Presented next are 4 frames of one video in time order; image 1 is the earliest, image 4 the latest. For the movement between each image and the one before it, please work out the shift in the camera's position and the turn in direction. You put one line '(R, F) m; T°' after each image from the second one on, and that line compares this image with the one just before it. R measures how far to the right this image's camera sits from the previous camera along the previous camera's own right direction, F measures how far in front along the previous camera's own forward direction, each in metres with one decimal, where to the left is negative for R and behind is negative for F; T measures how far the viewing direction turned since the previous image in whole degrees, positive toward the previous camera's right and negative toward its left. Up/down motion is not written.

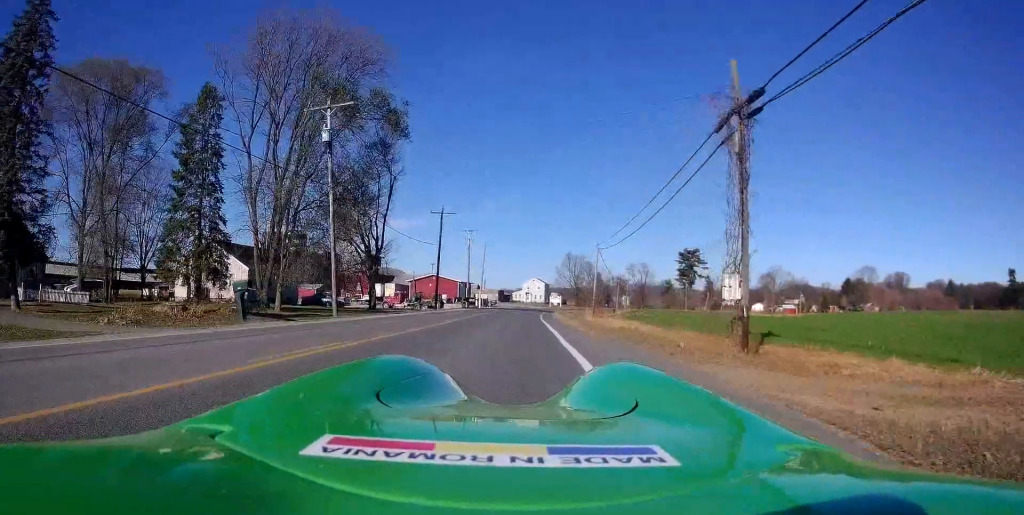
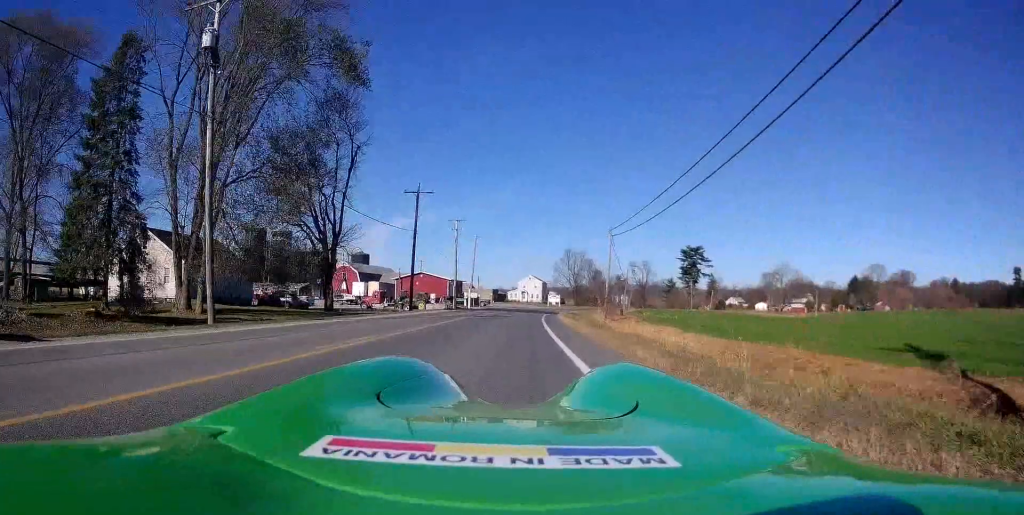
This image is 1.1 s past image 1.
(+0.3, +11.1) m; +2°
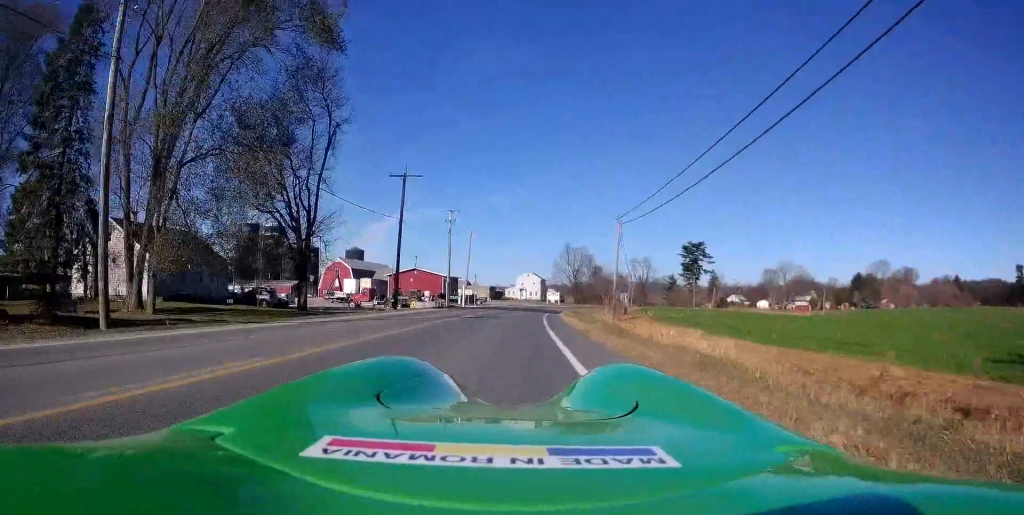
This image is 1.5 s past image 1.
(0.0, +4.6) m; 0°
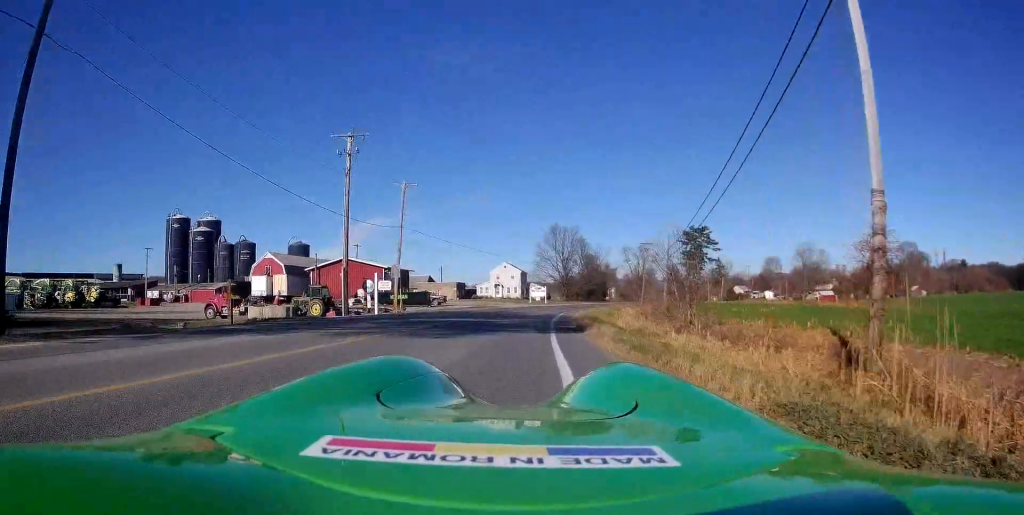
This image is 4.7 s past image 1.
(+0.5, +32.8) m; +1°
